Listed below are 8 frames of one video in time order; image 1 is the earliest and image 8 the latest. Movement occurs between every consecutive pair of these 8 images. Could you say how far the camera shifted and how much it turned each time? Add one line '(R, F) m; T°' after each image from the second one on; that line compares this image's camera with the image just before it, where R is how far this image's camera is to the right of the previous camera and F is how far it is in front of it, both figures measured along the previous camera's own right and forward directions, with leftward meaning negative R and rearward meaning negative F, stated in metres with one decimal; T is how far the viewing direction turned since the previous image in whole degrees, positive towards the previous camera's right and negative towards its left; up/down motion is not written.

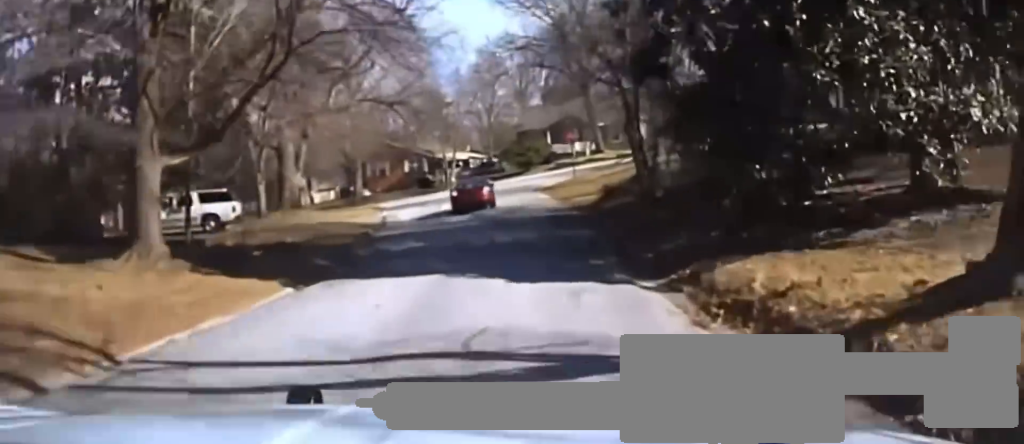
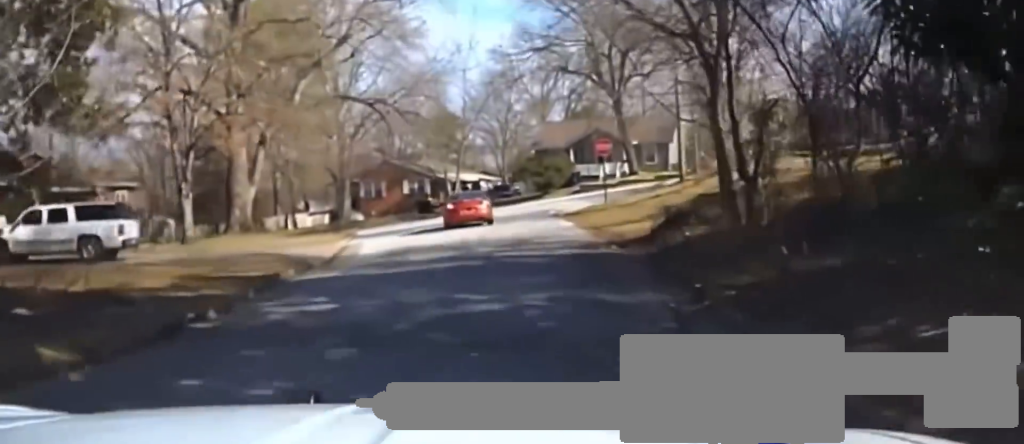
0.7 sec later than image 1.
(0.0, +12.4) m; +1°
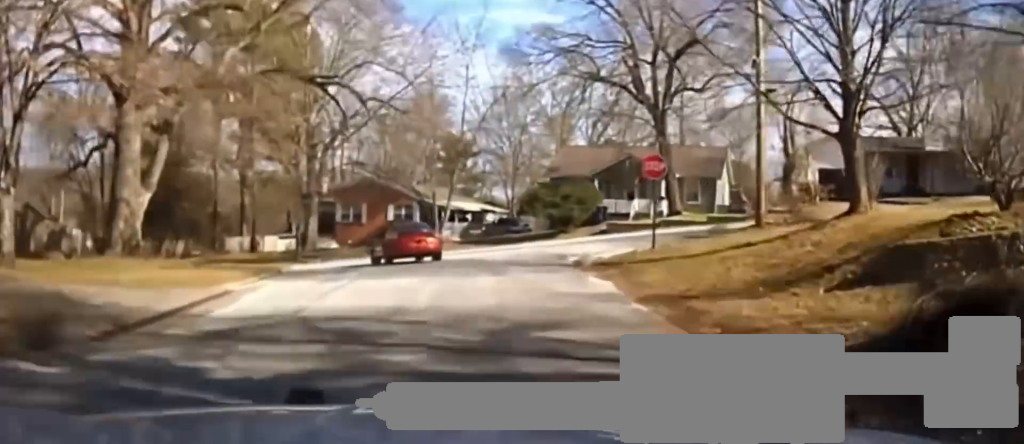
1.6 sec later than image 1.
(+0.2, +14.0) m; 0°
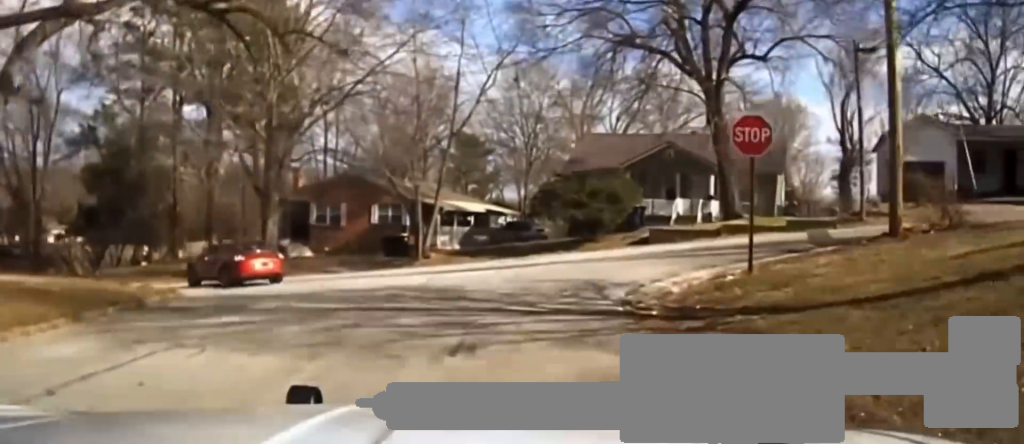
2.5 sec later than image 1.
(-0.1, +11.9) m; -4°
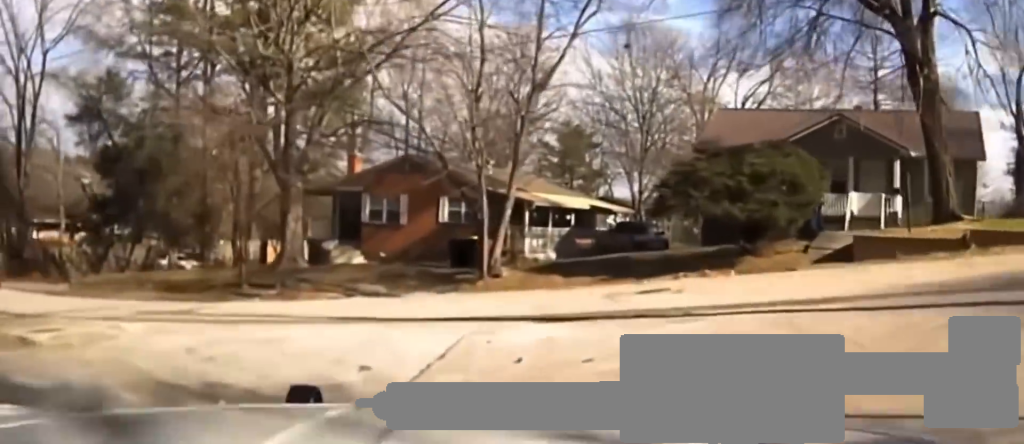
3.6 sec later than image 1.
(-1.2, +14.0) m; -11°
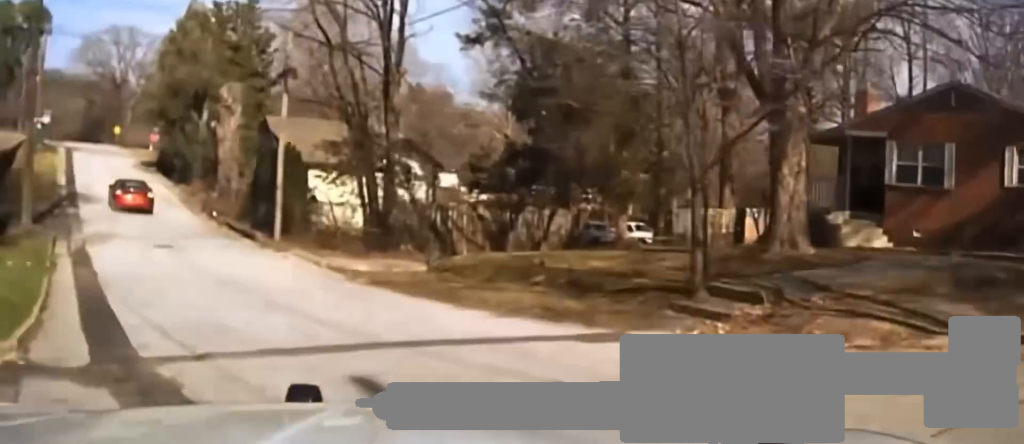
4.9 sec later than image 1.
(-2.7, +12.1) m; -25°
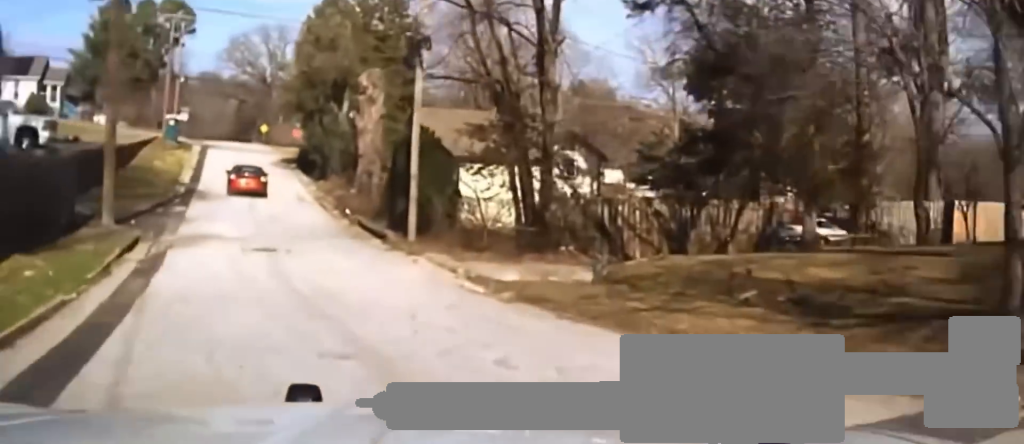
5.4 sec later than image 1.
(-0.7, +4.1) m; -7°
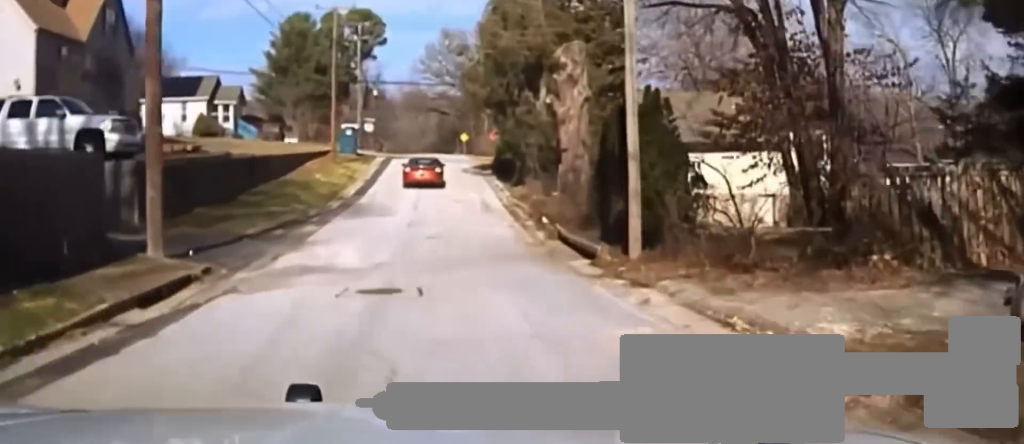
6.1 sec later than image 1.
(-0.3, +7.9) m; -9°
